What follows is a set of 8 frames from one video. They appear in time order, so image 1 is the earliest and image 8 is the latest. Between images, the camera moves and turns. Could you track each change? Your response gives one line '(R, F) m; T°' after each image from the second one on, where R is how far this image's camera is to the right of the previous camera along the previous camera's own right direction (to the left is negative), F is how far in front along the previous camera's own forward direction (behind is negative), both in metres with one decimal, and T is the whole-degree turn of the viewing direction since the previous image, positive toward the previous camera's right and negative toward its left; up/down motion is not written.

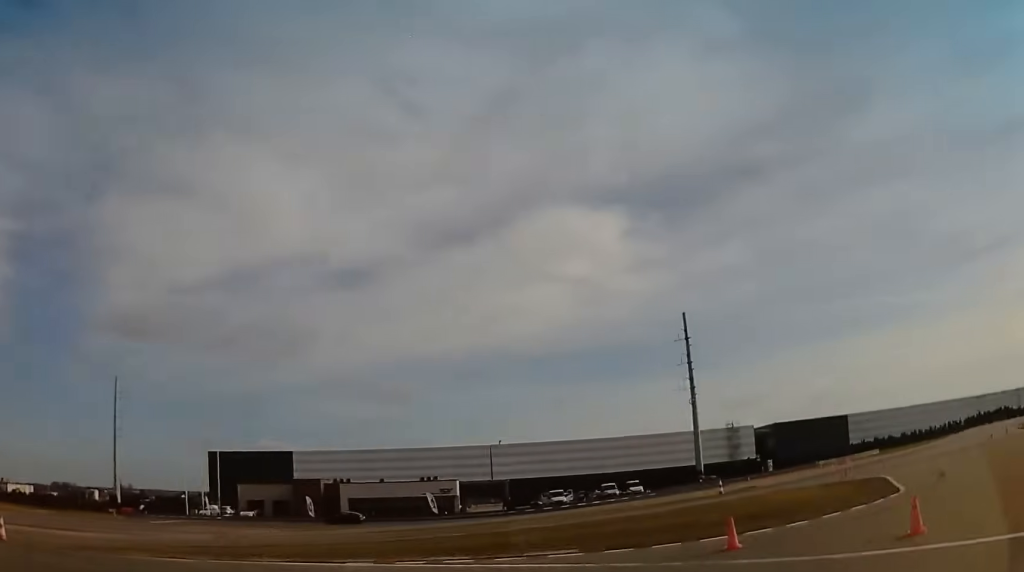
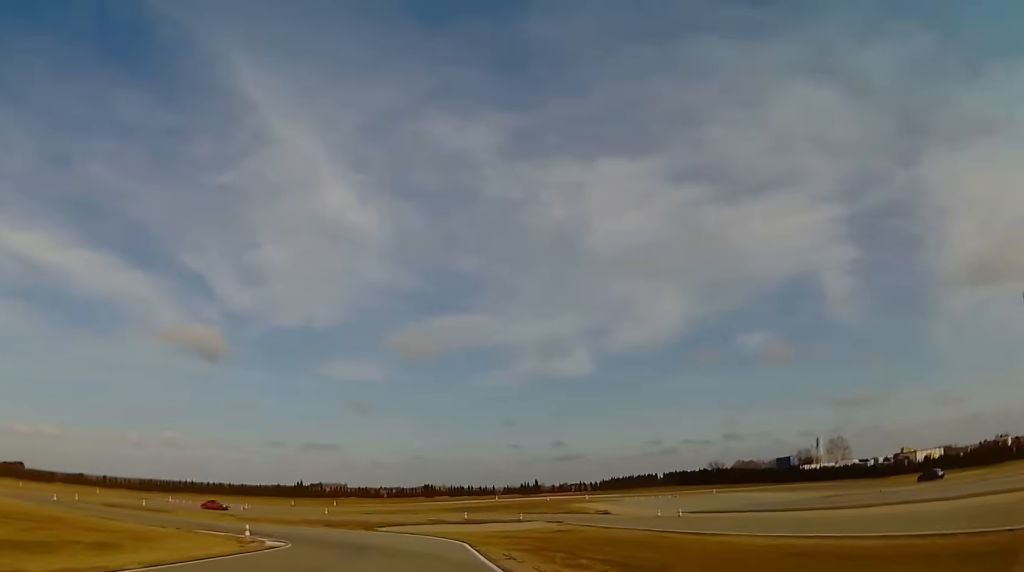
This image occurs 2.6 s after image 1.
(-22.0, +25.2) m; -57°
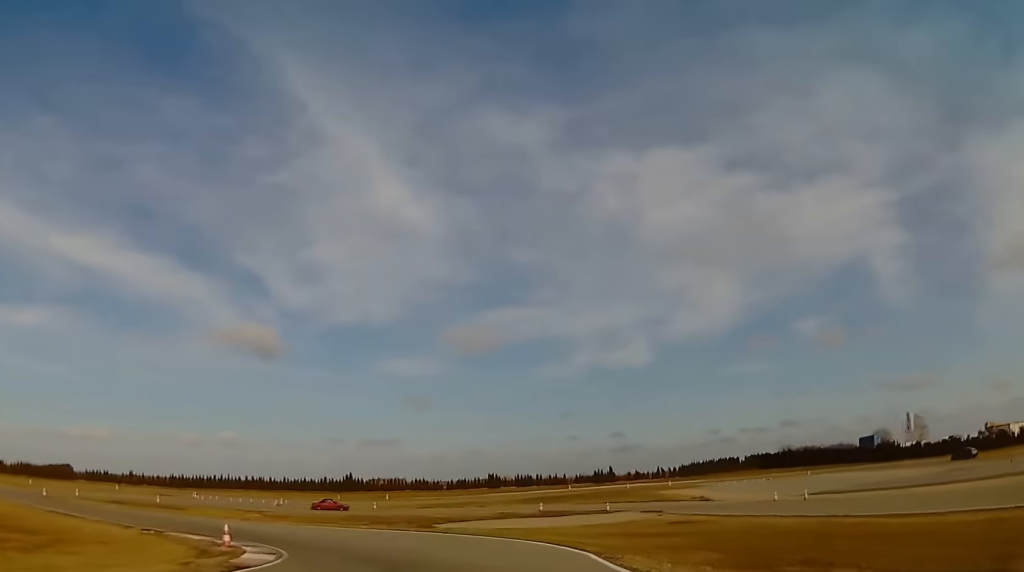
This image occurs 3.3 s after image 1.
(-0.6, +11.8) m; -6°
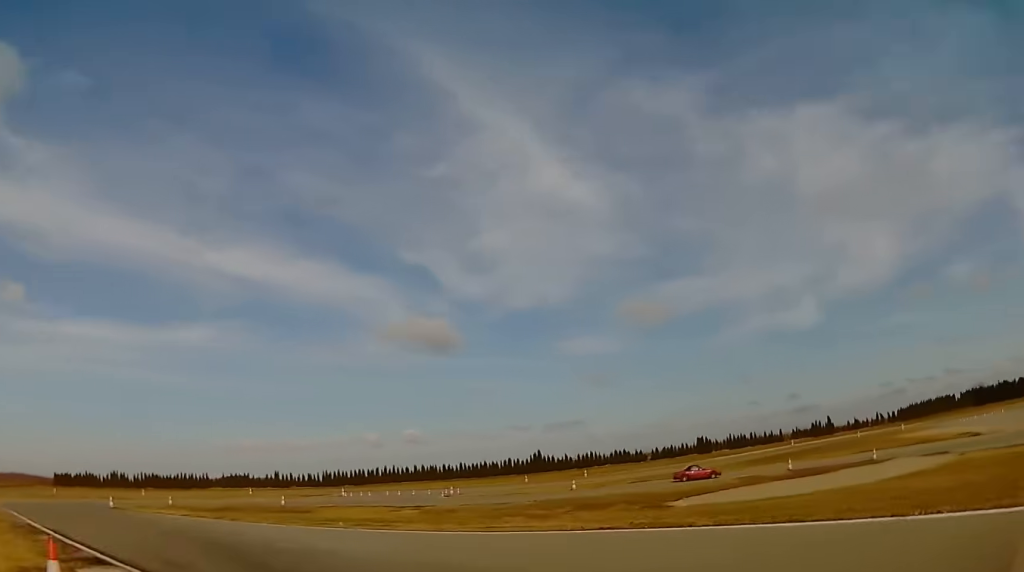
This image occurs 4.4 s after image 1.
(-1.3, +19.4) m; -13°
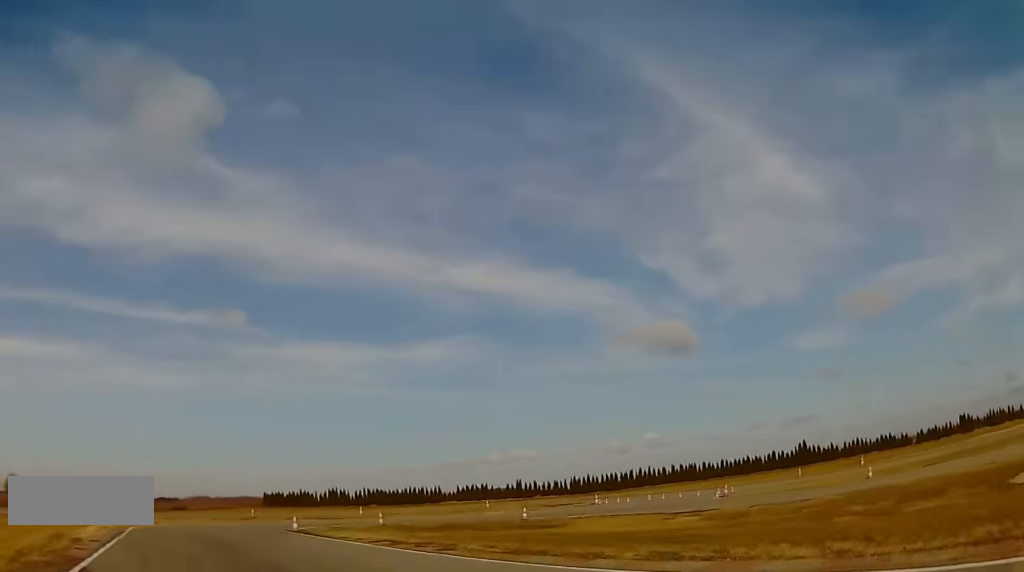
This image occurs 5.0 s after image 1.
(-0.1, +11.4) m; -11°
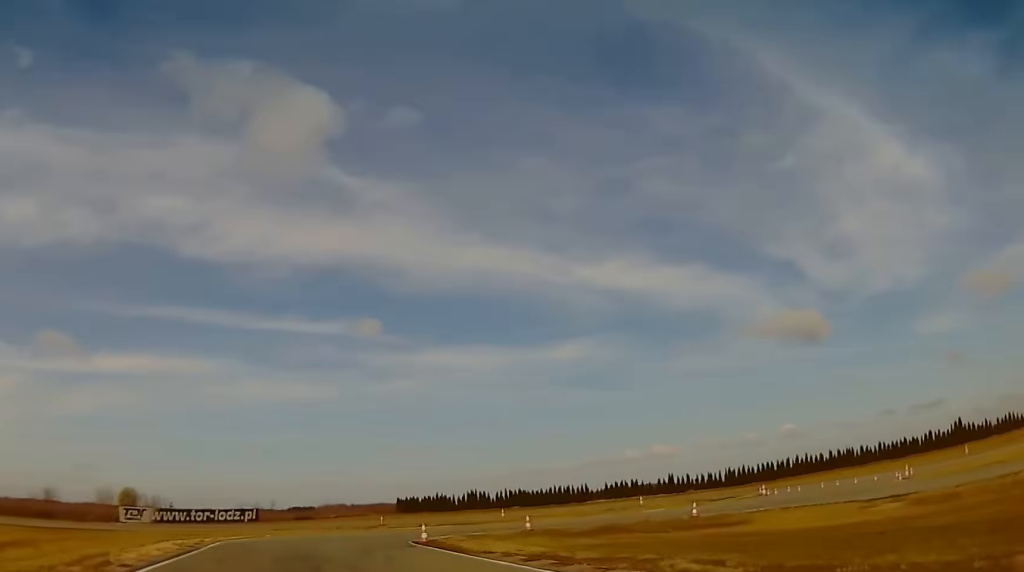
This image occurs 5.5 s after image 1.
(-1.6, +7.6) m; -8°
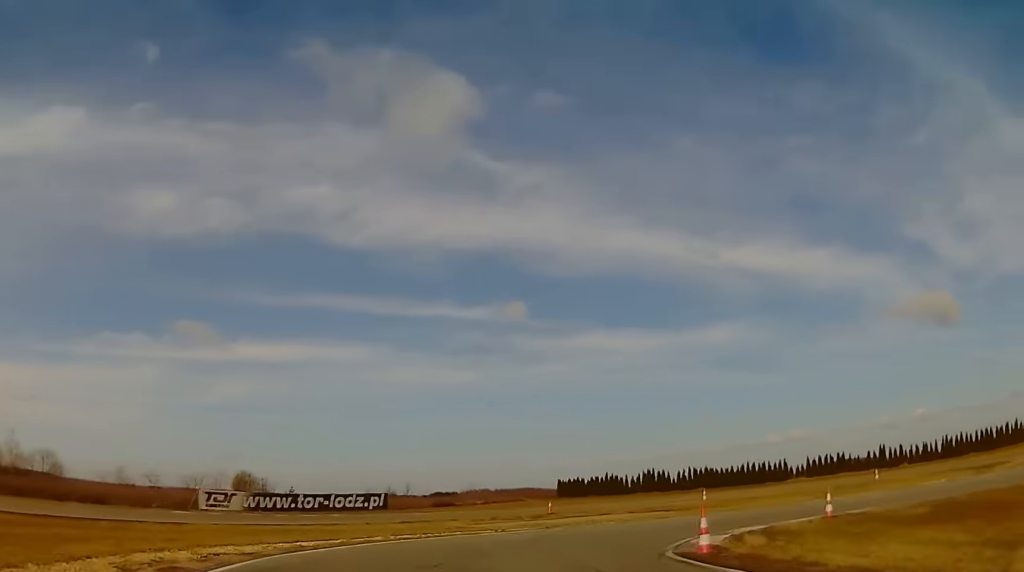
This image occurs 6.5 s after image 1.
(-2.4, +15.9) m; -4°
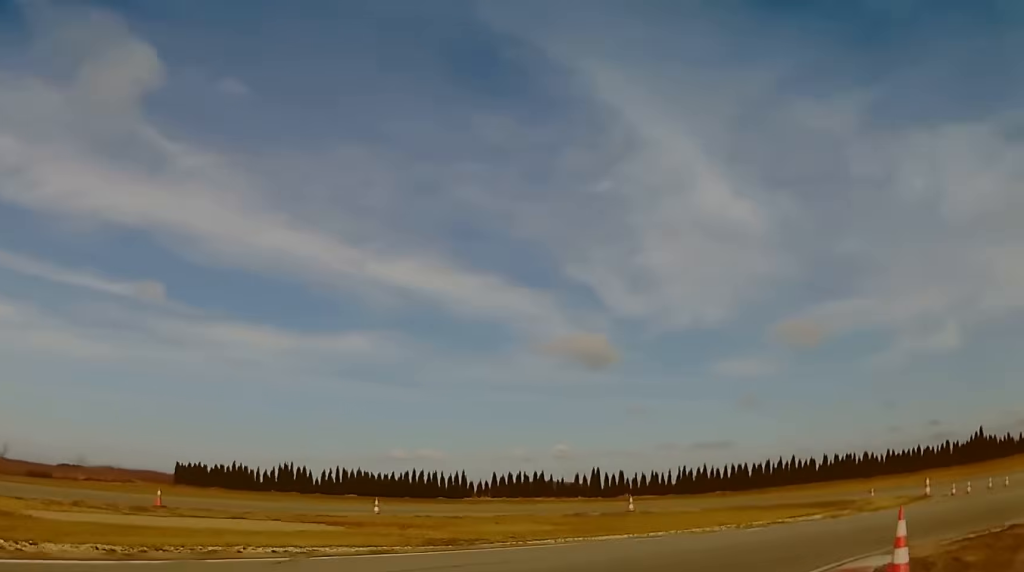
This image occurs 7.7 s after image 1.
(+2.0, +17.8) m; +30°
